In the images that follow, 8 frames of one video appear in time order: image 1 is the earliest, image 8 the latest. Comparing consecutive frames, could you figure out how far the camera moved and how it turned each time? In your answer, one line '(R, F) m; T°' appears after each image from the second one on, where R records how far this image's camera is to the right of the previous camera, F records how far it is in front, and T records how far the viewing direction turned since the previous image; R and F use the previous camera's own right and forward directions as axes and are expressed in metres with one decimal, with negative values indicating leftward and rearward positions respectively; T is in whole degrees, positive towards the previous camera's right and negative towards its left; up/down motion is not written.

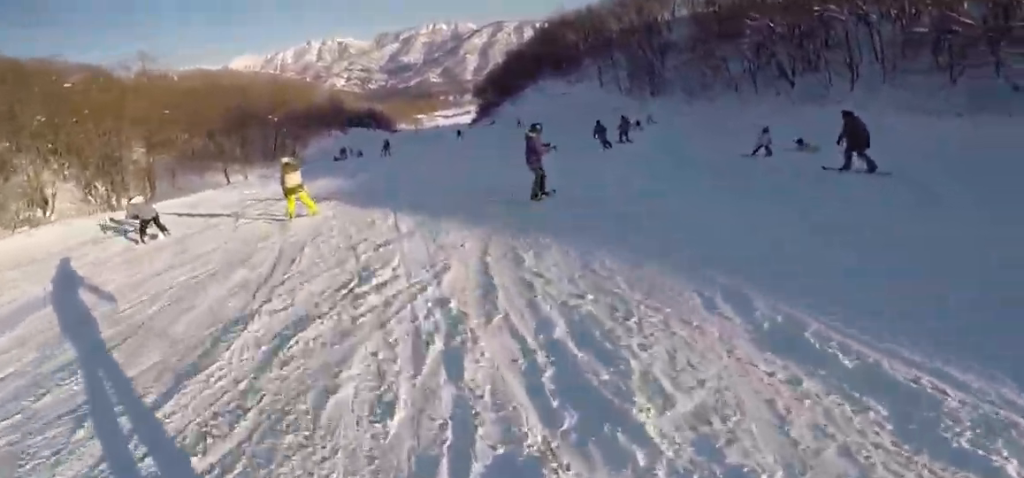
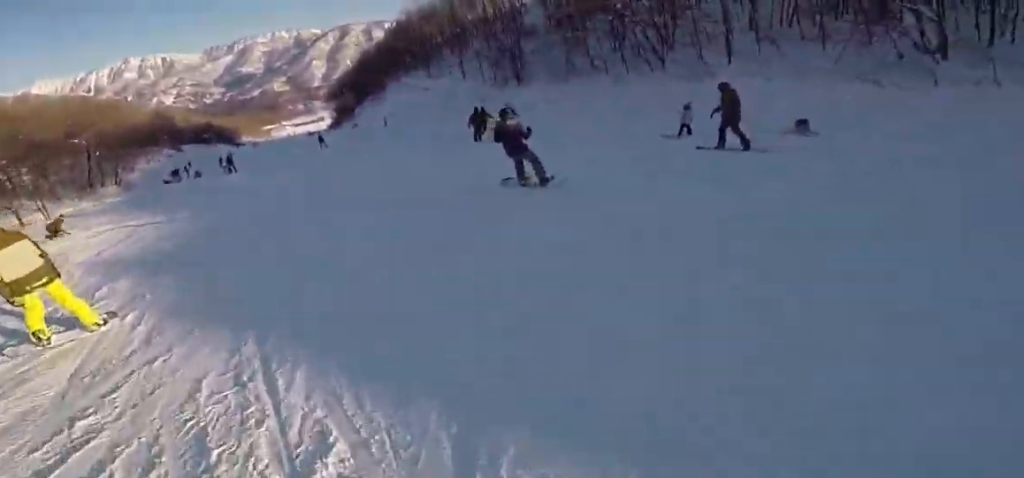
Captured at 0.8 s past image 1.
(+1.0, +6.8) m; +10°
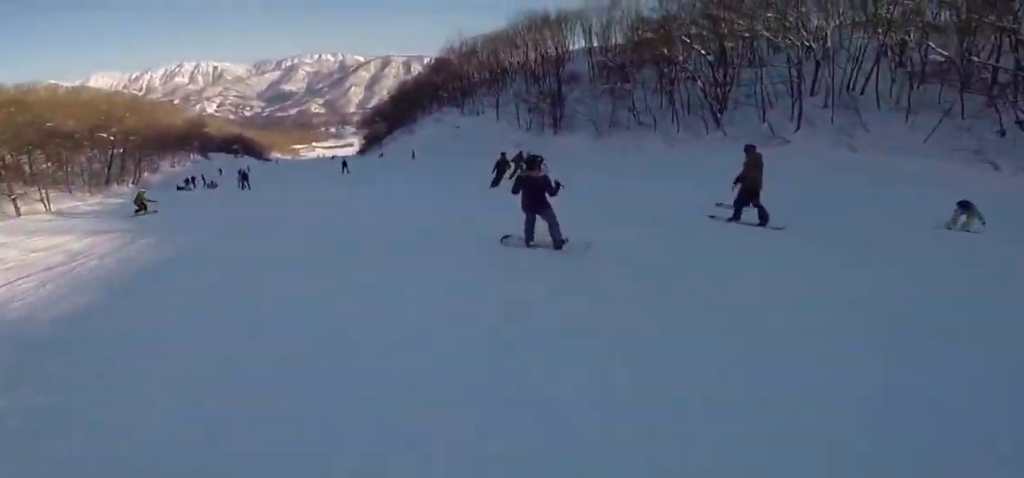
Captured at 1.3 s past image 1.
(+0.6, +4.0) m; 0°
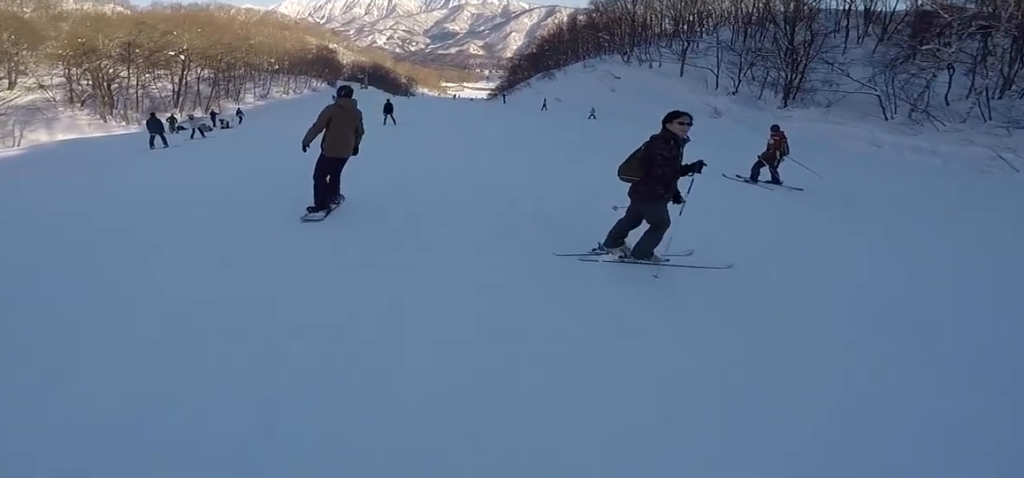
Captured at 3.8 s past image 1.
(-6.0, +20.3) m; -21°
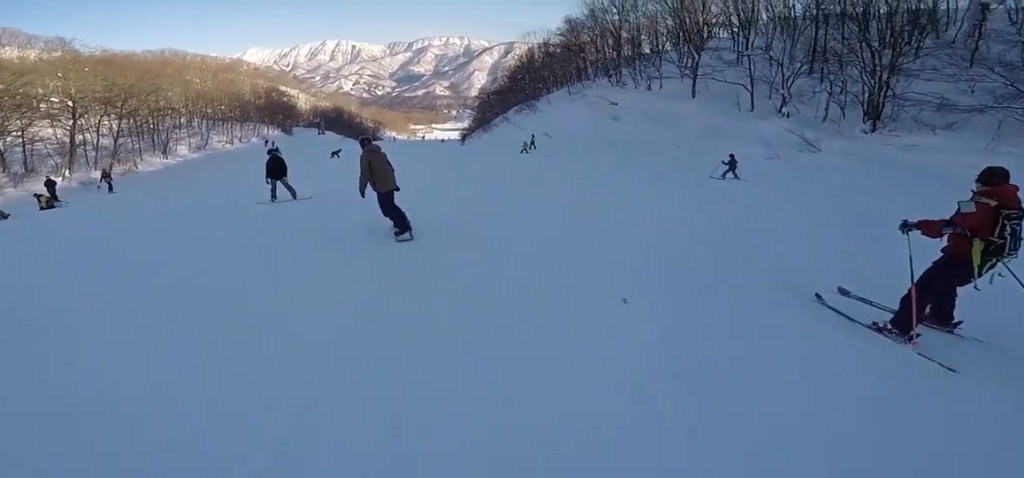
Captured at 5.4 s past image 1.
(-0.1, +13.6) m; -8°
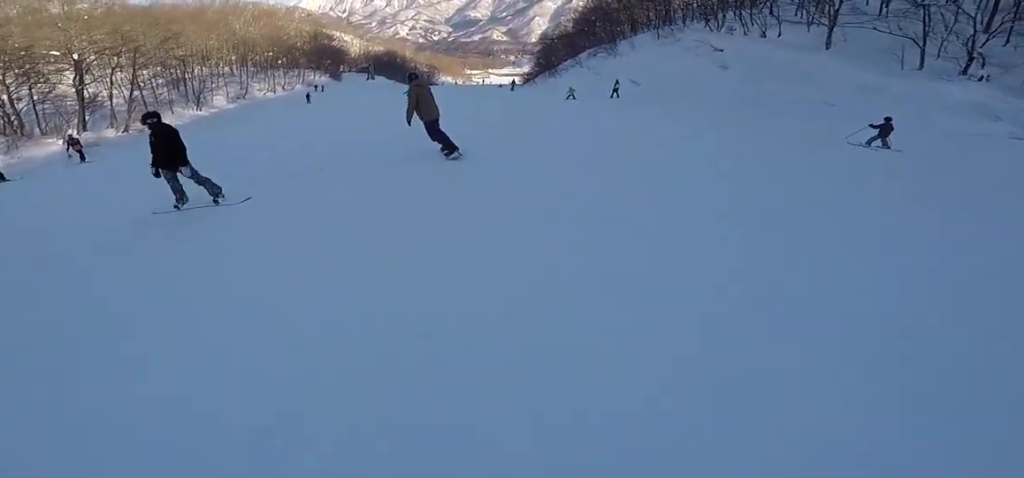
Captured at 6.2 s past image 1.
(-0.2, +7.0) m; +5°
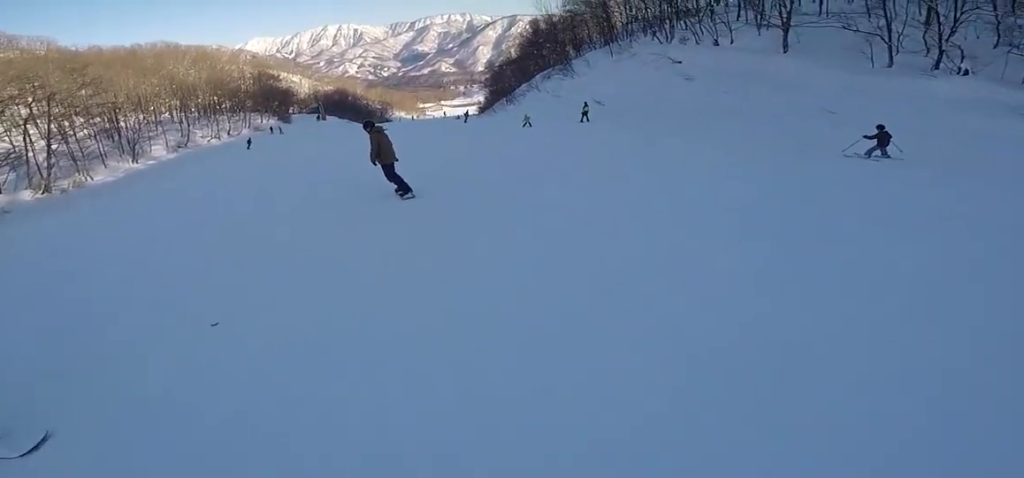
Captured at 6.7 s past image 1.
(-0.1, +4.3) m; +4°
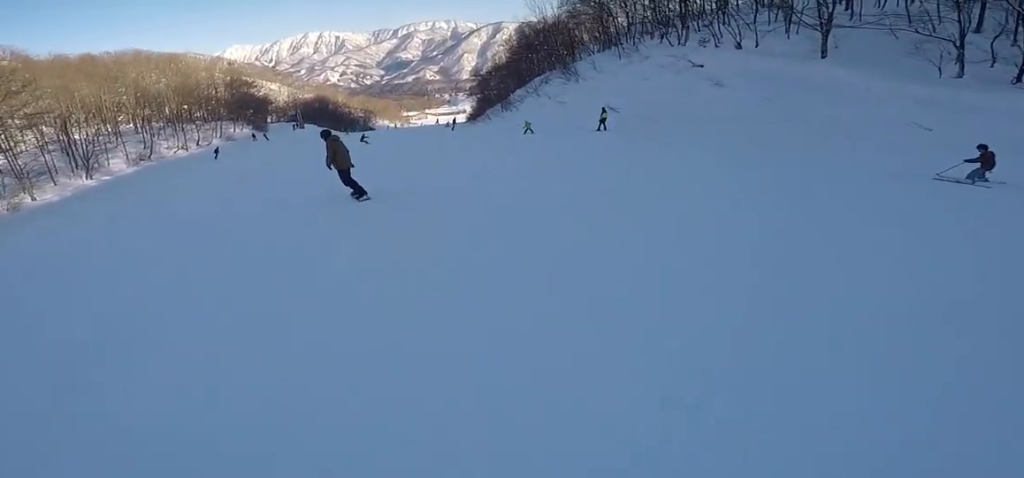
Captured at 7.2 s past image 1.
(+0.8, +4.7) m; 0°
